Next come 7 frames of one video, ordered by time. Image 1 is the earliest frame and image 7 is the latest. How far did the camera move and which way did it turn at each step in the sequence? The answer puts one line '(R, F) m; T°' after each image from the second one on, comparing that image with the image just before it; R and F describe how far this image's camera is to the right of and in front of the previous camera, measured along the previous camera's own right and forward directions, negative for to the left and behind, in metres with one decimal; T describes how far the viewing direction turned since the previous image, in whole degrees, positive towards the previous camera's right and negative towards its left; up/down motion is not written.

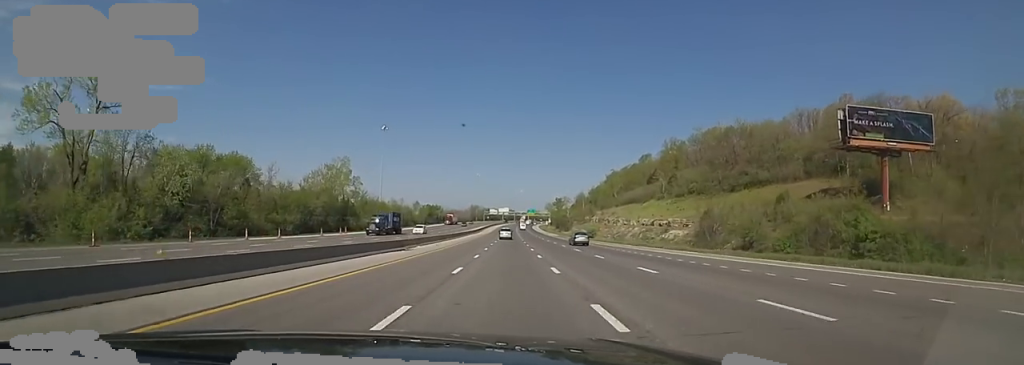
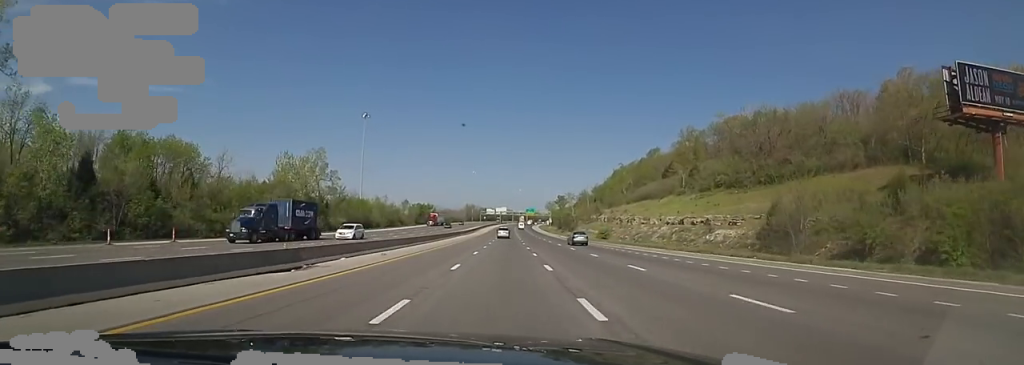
(-0.2, +18.8) m; 0°
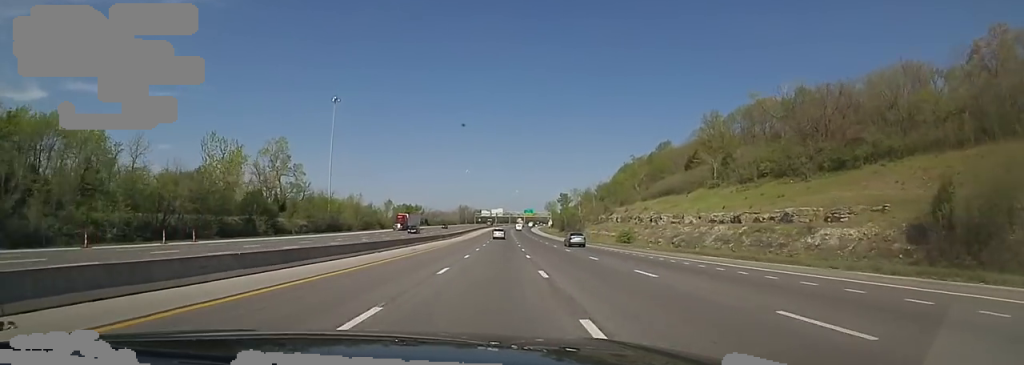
(+1.0, +22.2) m; 0°
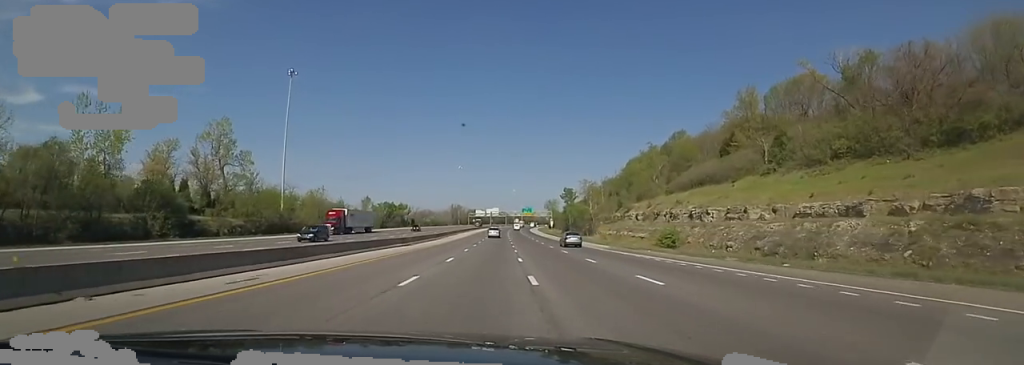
(-0.8, +23.5) m; 0°
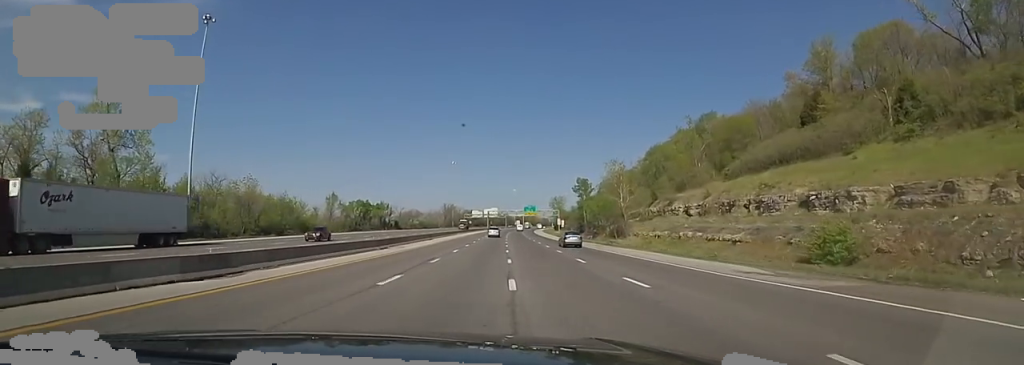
(+0.2, +30.3) m; 0°
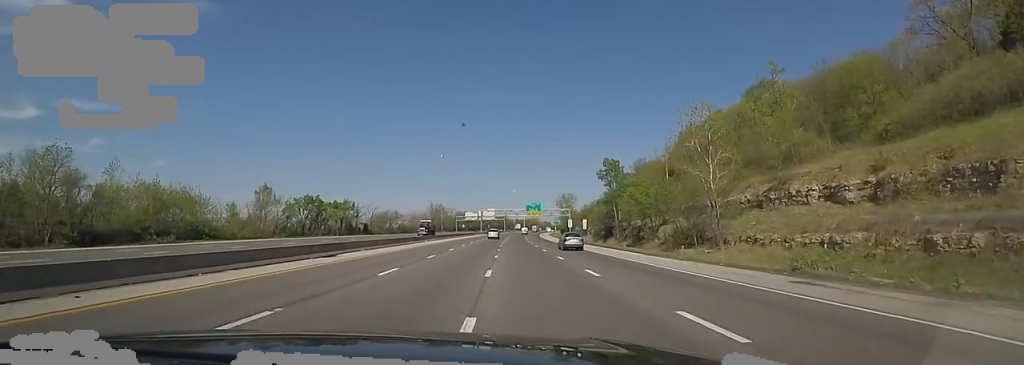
(-0.1, +35.9) m; 0°
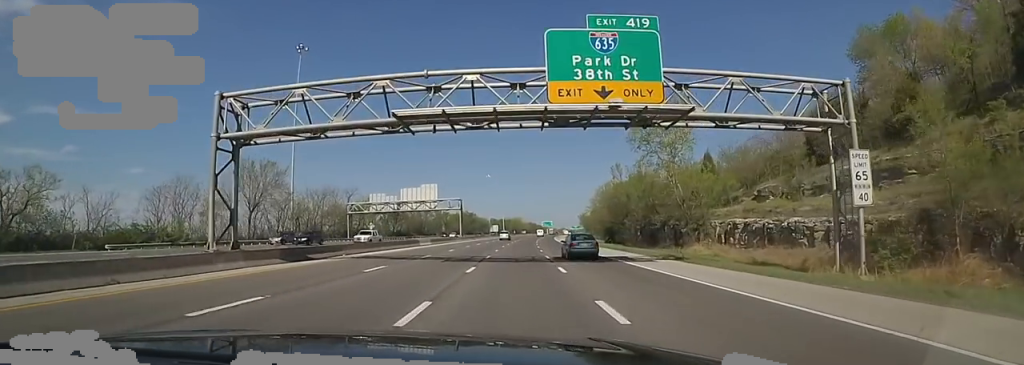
(+4.6, +126.8) m; +3°
